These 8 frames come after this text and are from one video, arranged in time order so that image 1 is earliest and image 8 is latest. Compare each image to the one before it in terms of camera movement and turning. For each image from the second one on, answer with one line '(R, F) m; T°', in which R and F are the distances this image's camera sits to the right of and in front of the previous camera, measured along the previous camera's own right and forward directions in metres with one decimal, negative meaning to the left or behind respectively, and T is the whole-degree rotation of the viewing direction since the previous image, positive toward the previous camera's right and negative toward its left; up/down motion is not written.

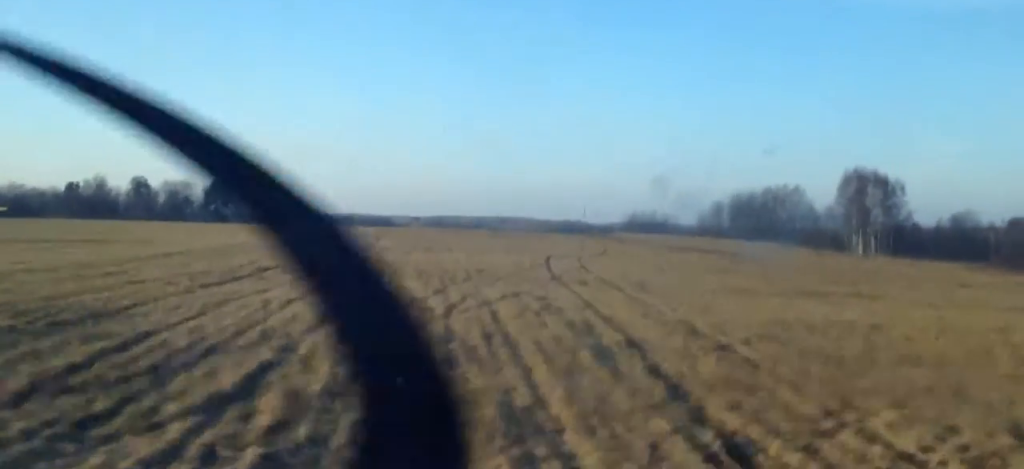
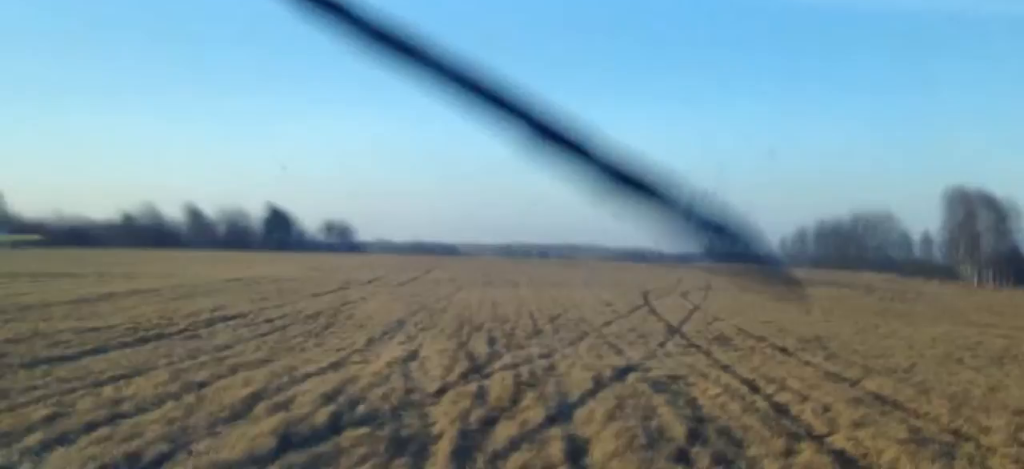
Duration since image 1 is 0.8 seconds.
(-0.1, +13.9) m; -1°
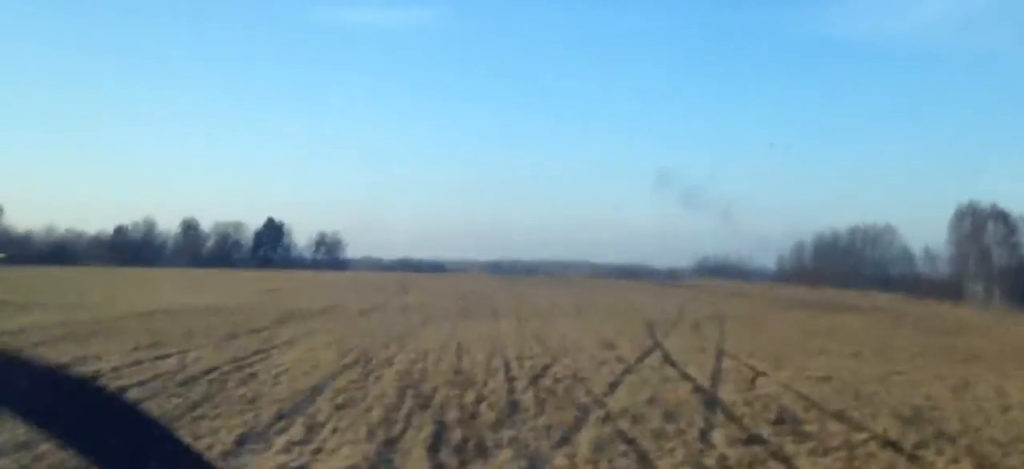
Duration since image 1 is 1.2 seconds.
(-0.1, +7.3) m; -1°
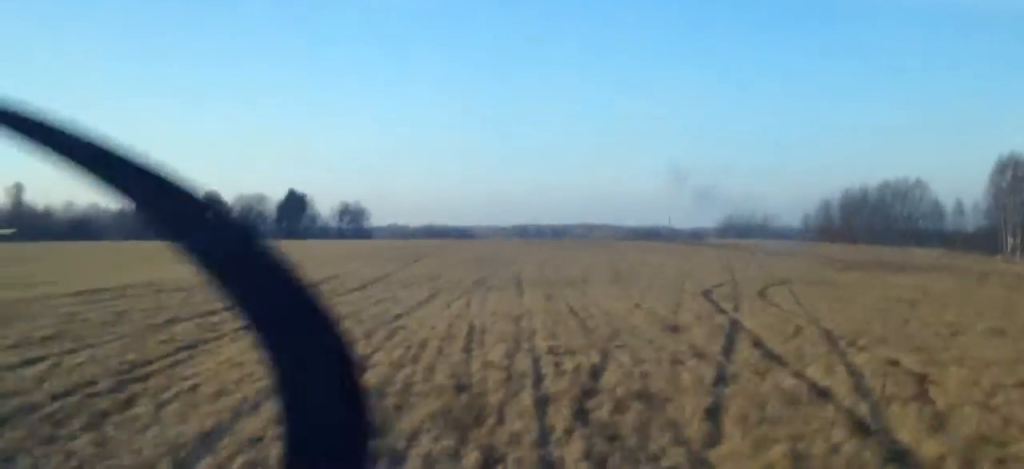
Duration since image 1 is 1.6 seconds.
(0.0, +7.3) m; -1°
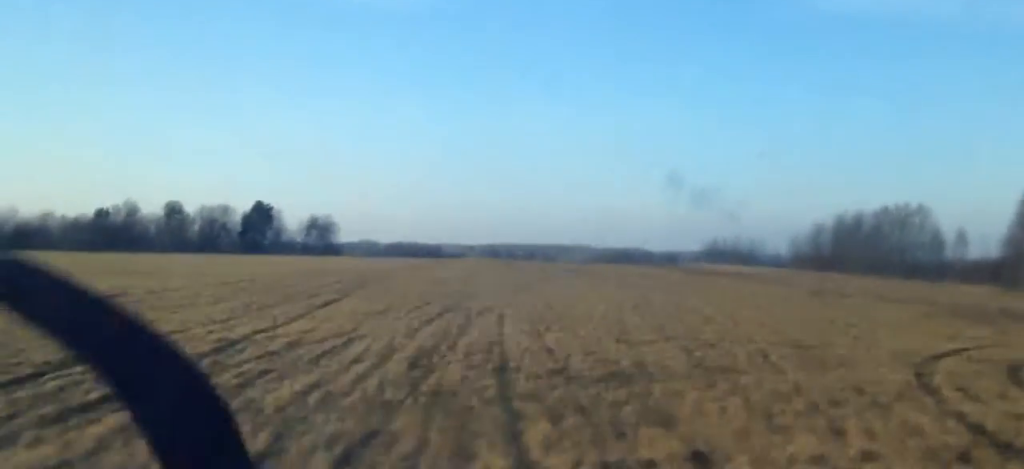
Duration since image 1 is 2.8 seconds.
(-0.4, +19.2) m; -1°
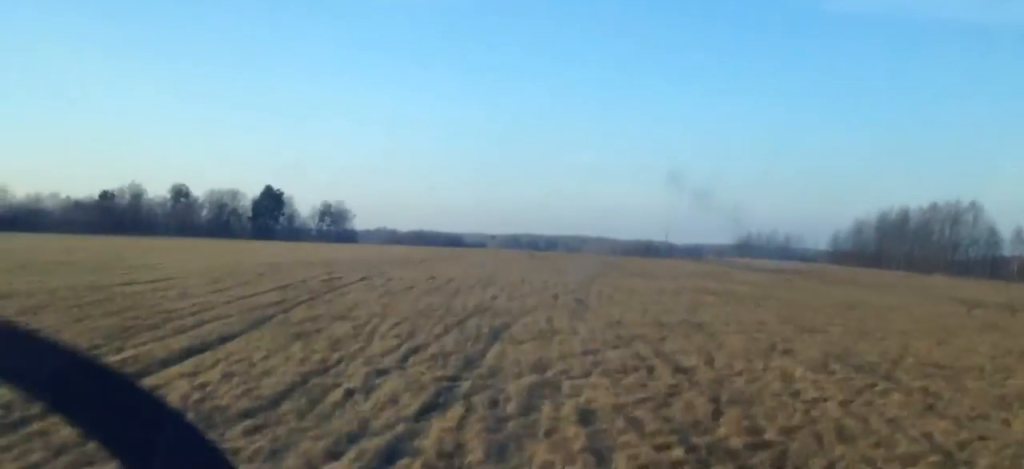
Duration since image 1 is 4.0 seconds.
(+0.2, +18.5) m; 0°
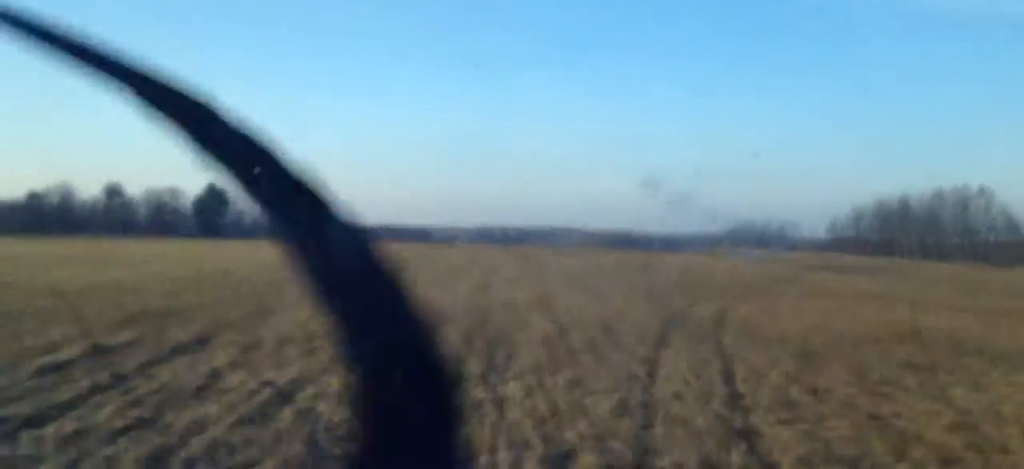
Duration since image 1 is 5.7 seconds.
(-0.5, +22.7) m; -2°
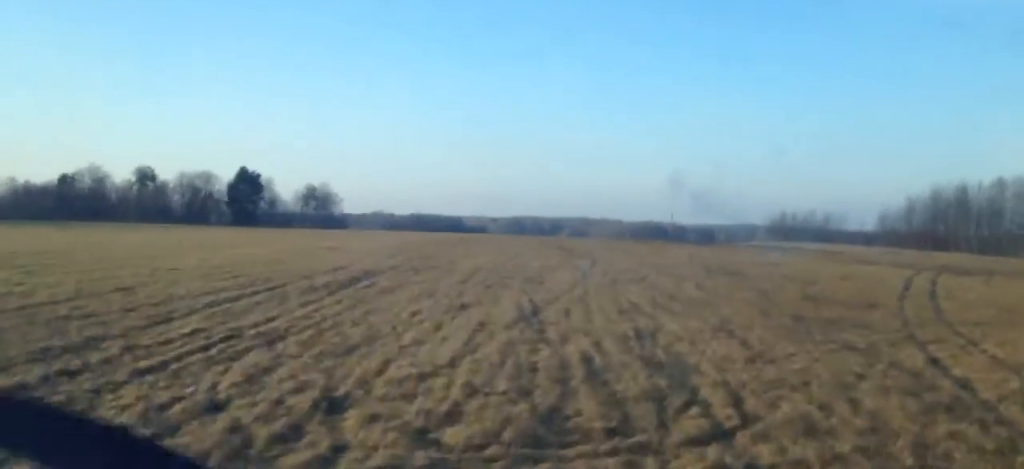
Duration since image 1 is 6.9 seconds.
(+0.4, +15.5) m; +3°
